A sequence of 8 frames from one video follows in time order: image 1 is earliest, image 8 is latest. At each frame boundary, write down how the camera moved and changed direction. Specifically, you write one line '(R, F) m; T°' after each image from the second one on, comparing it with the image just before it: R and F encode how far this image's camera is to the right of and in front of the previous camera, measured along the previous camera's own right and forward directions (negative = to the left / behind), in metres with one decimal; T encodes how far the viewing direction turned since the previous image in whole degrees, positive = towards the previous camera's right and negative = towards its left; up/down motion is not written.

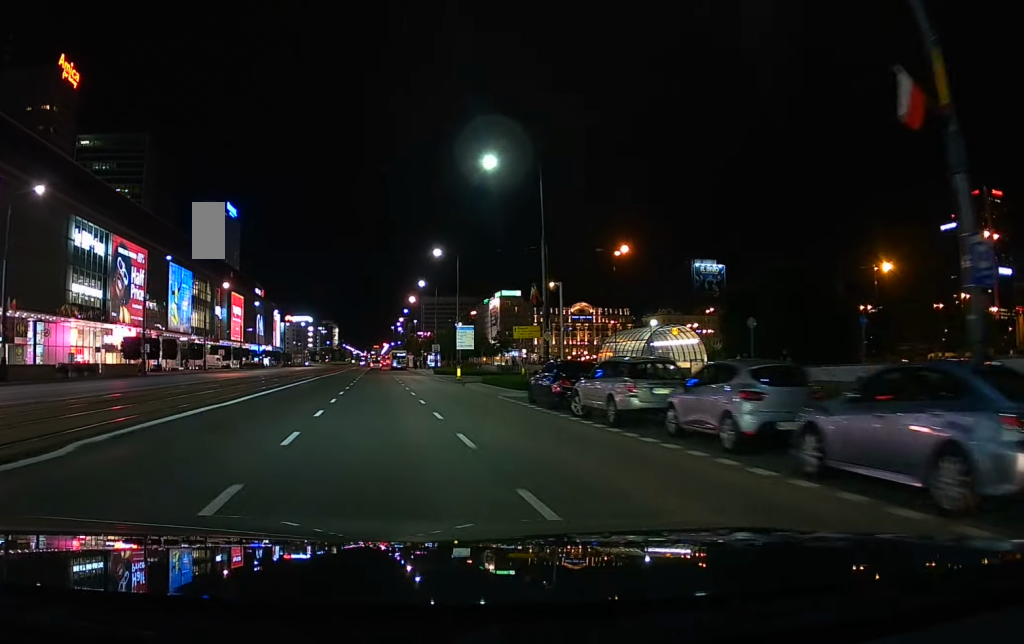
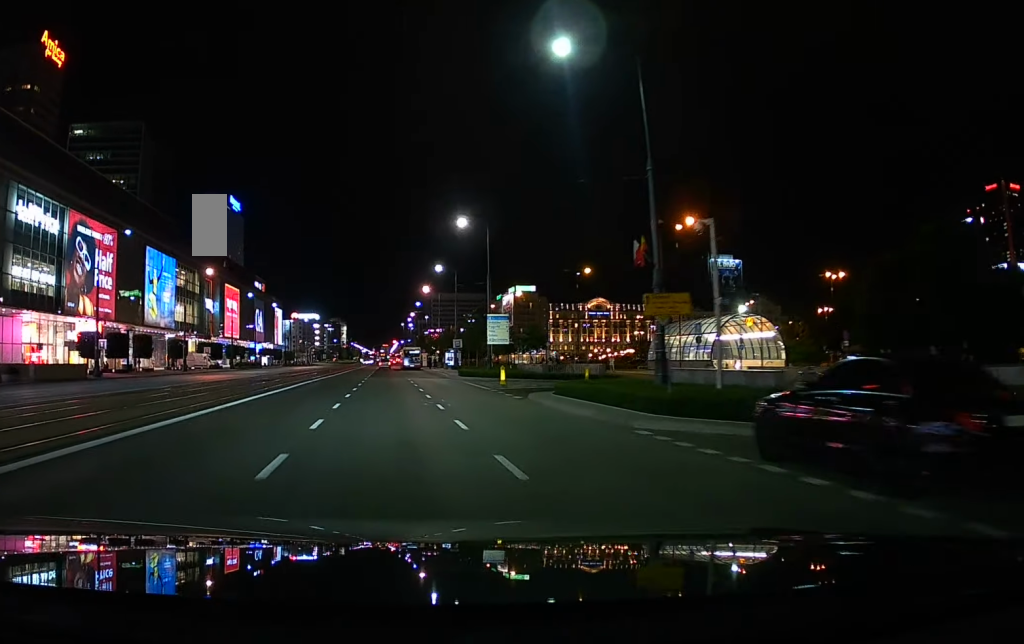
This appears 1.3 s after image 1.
(0.0, +15.5) m; 0°
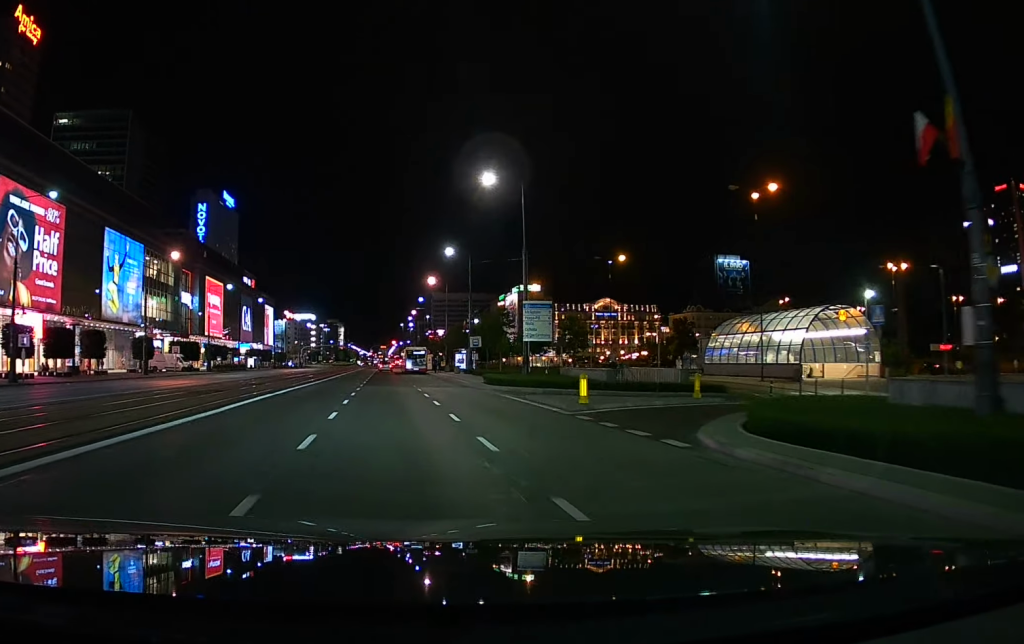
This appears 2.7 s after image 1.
(0.0, +15.3) m; 0°
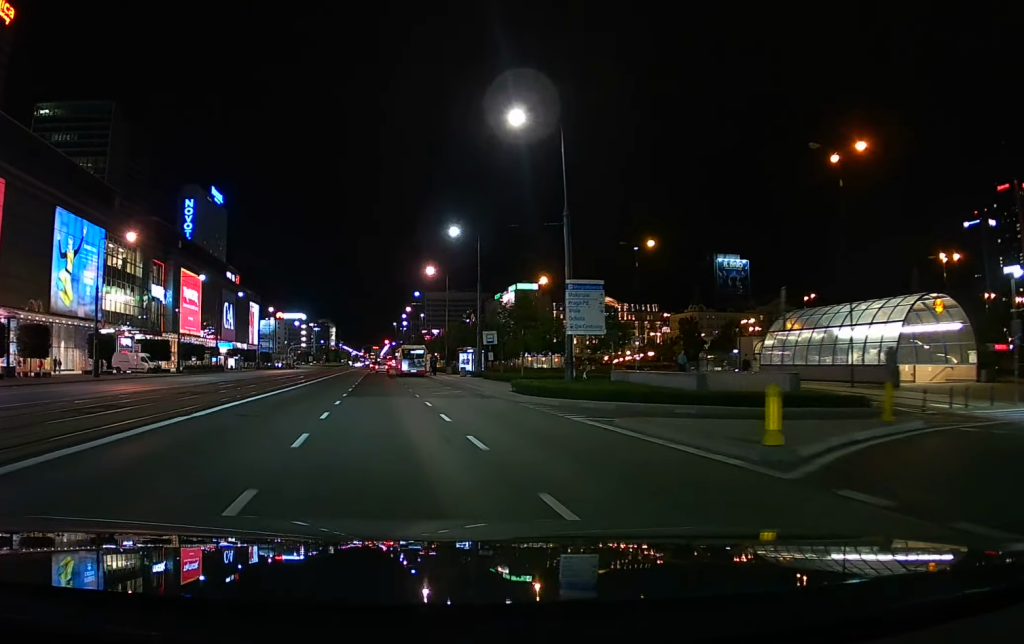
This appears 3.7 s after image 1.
(+0.1, +11.7) m; 0°
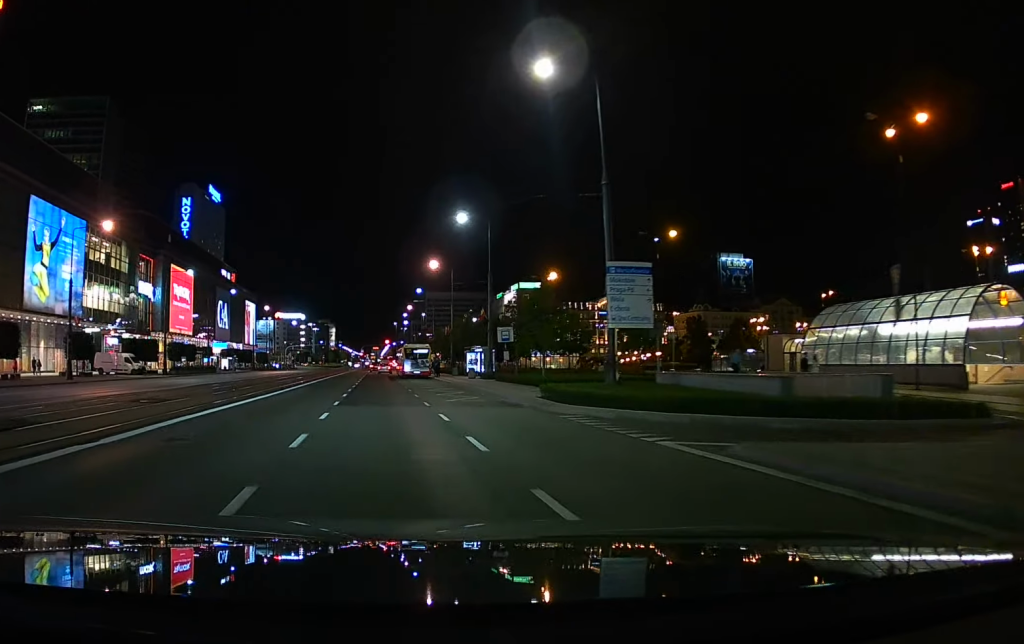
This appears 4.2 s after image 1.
(0.0, +5.7) m; 0°
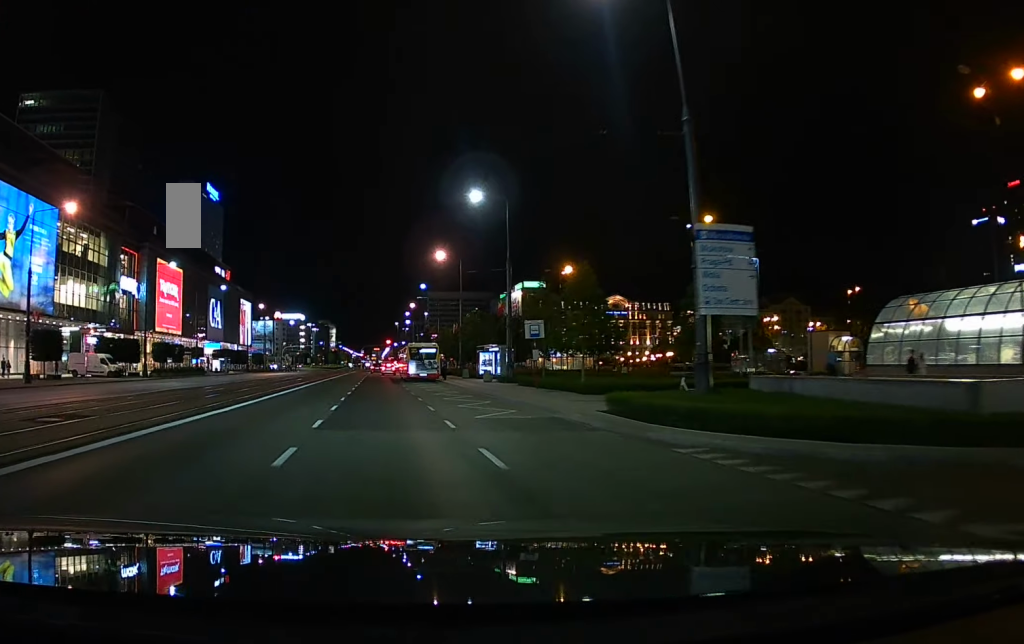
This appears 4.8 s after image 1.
(0.0, +7.4) m; 0°
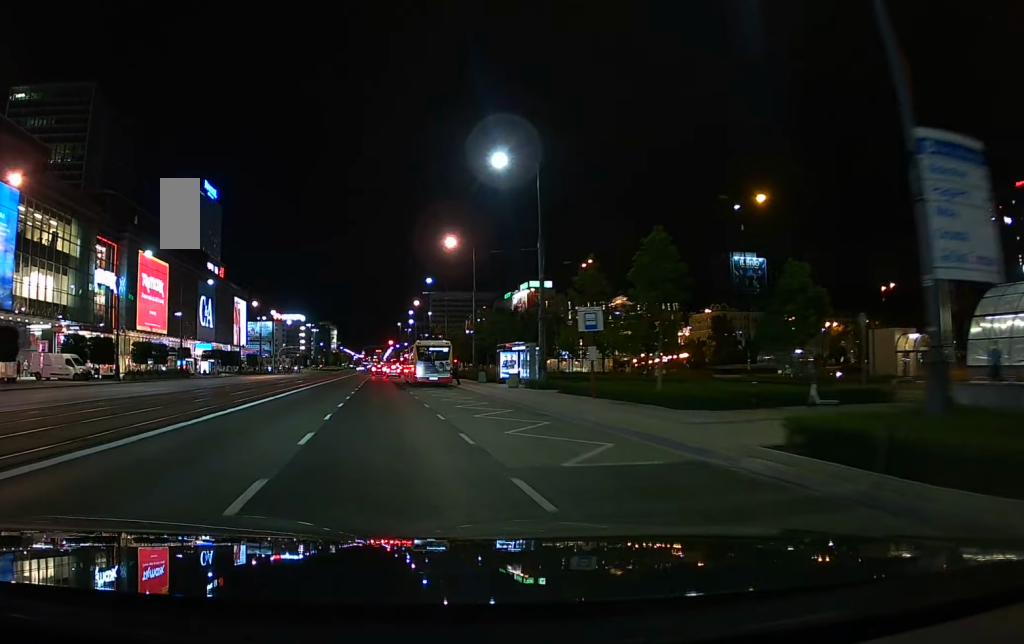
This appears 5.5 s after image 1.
(0.0, +8.5) m; 0°
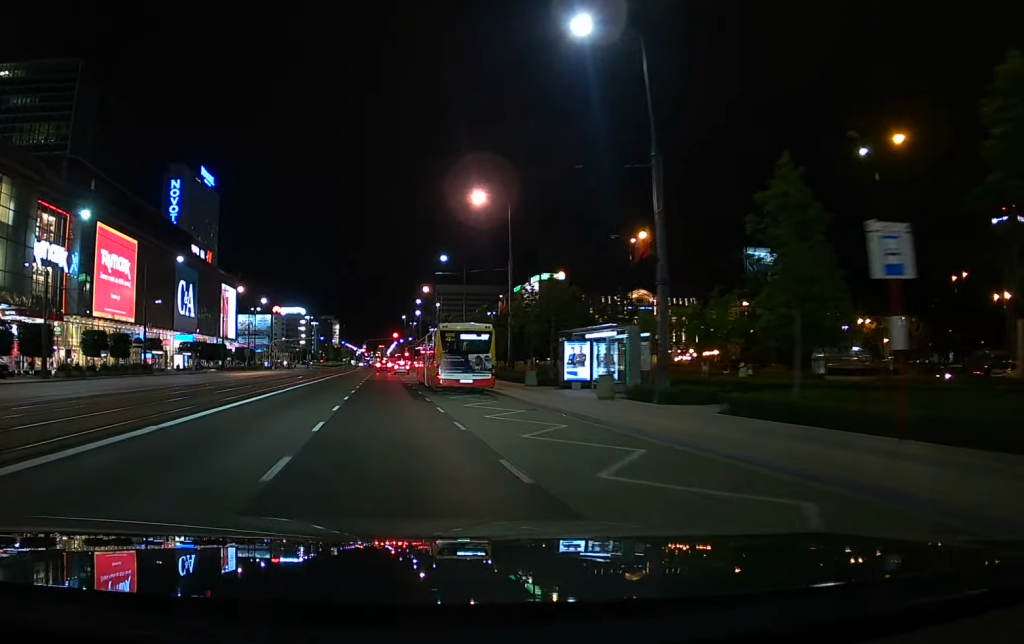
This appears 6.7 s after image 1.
(0.0, +15.6) m; 0°
